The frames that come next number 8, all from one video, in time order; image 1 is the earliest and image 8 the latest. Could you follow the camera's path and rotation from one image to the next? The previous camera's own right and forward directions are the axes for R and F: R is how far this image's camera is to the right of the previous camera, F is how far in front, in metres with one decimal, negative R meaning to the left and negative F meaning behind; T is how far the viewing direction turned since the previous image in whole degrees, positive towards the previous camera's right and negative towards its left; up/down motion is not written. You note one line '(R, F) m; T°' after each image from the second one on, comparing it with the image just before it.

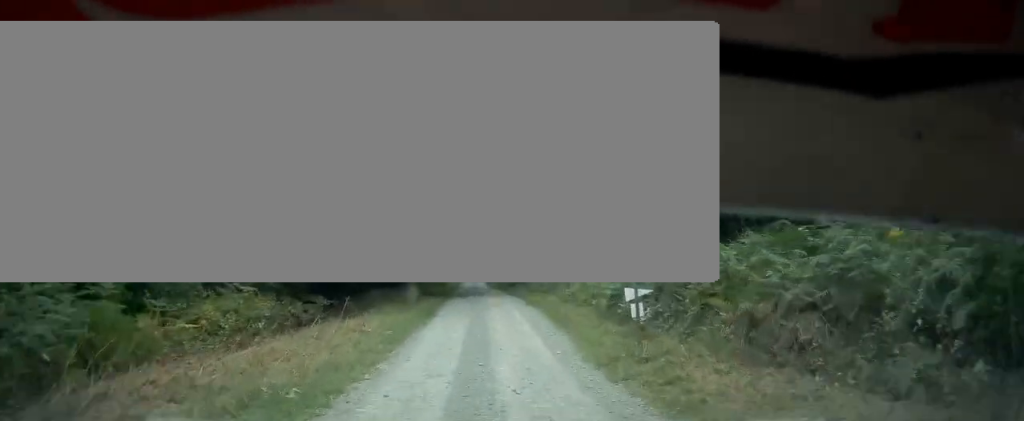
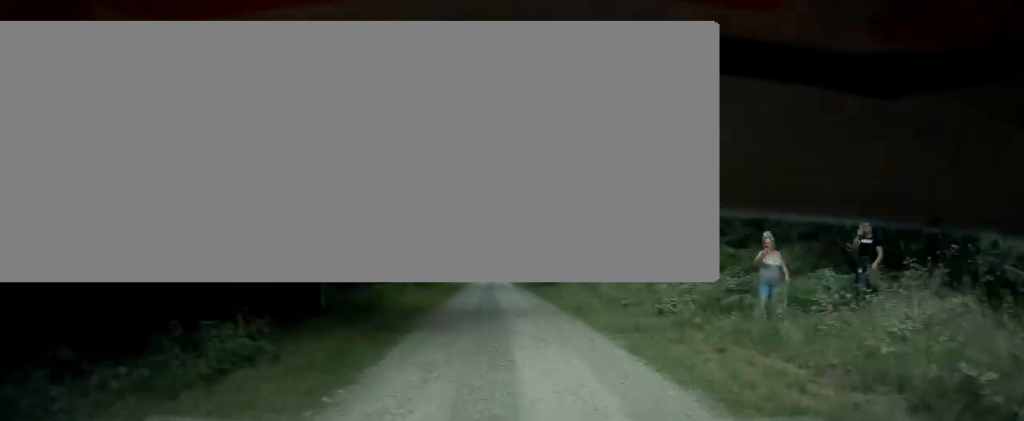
(-0.1, +21.8) m; -1°
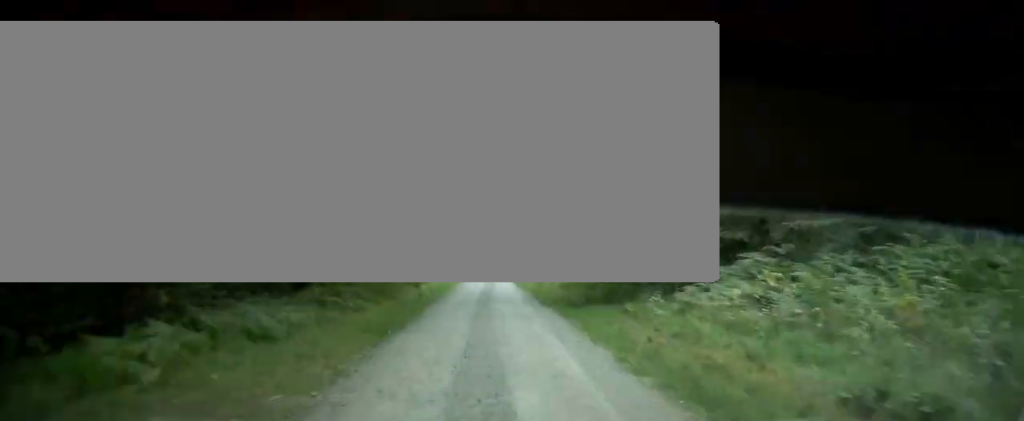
(+0.1, +15.8) m; 0°
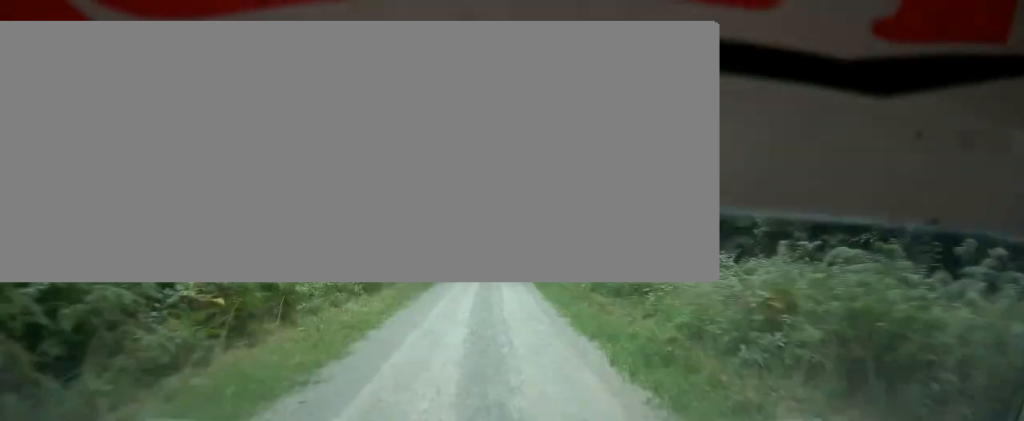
(-0.4, +34.1) m; -1°
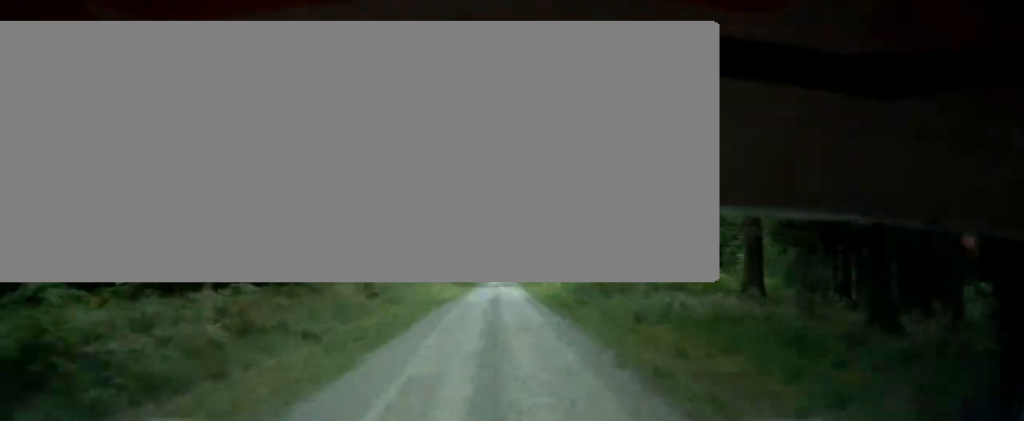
(0.0, +27.5) m; 0°
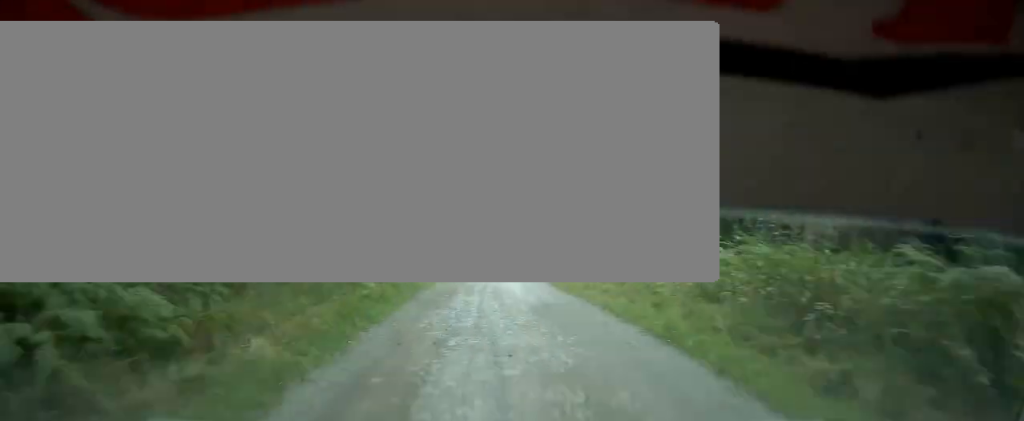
(+0.7, +57.9) m; +2°
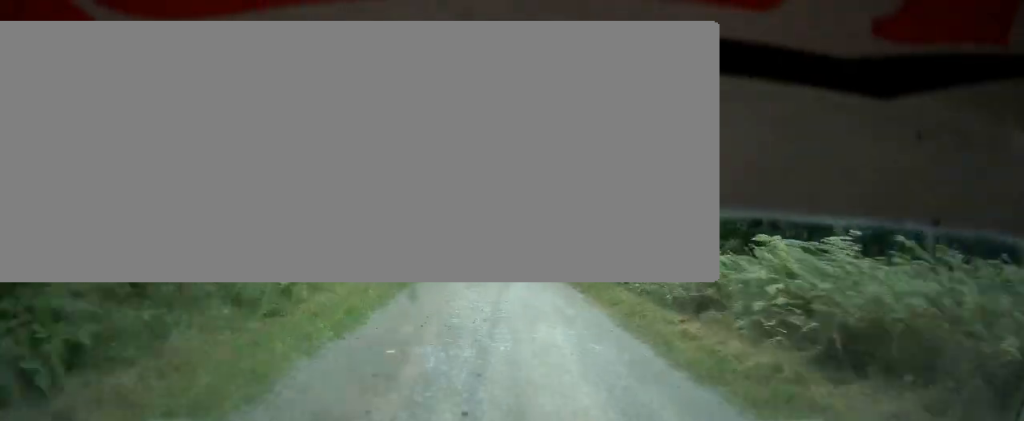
(+0.1, +15.5) m; +1°
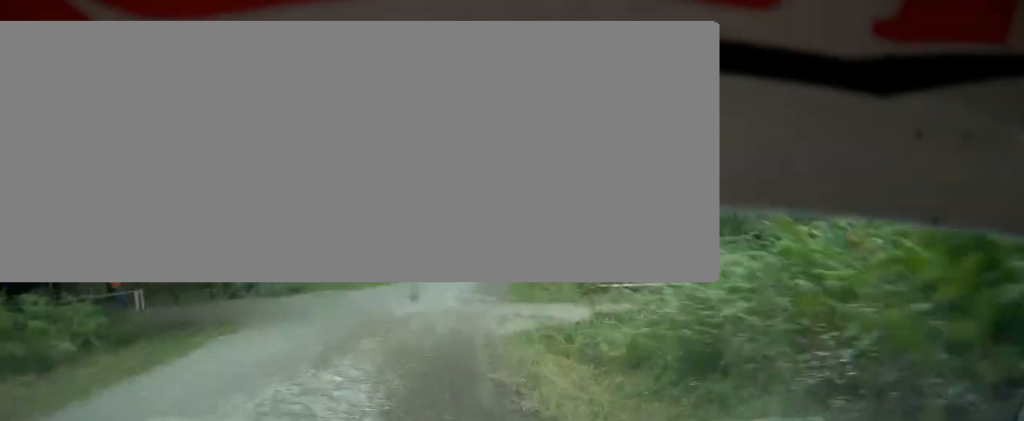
(+1.2, +33.9) m; +8°
